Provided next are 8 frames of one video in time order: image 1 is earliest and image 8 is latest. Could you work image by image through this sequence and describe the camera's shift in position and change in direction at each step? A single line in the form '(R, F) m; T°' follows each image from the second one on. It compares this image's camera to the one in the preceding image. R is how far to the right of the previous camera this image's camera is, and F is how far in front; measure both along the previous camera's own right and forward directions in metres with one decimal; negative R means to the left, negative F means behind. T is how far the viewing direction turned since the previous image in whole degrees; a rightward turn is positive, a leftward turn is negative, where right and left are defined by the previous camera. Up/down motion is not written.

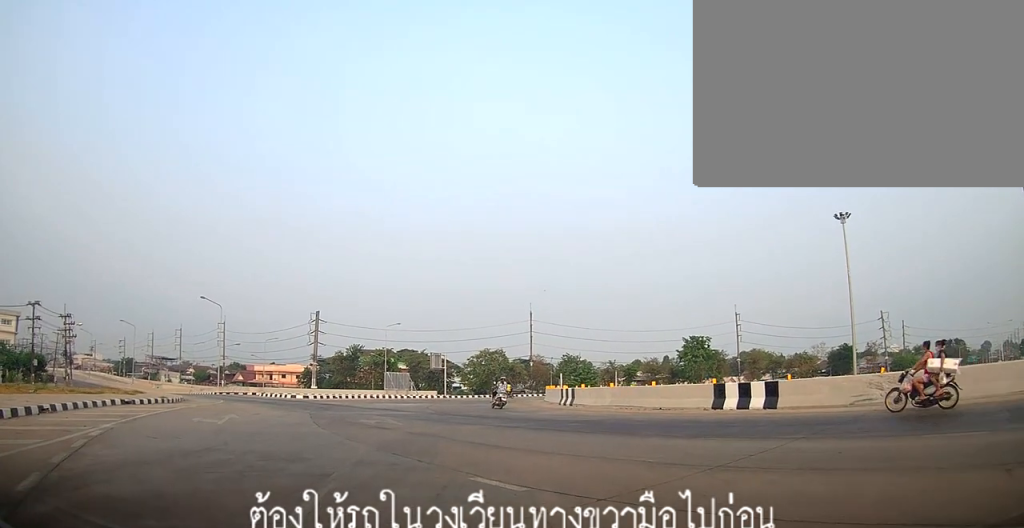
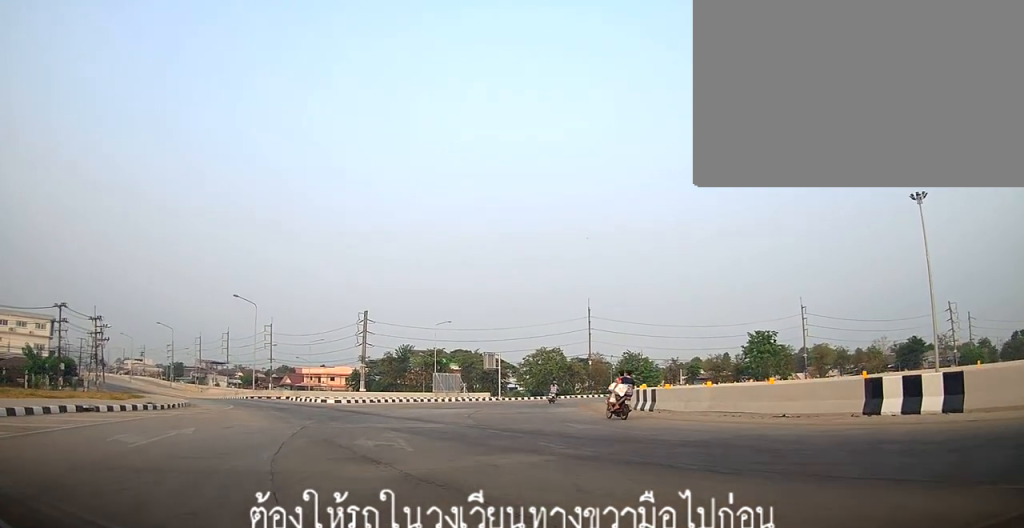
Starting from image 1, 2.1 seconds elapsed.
(-0.2, +3.5) m; -12°
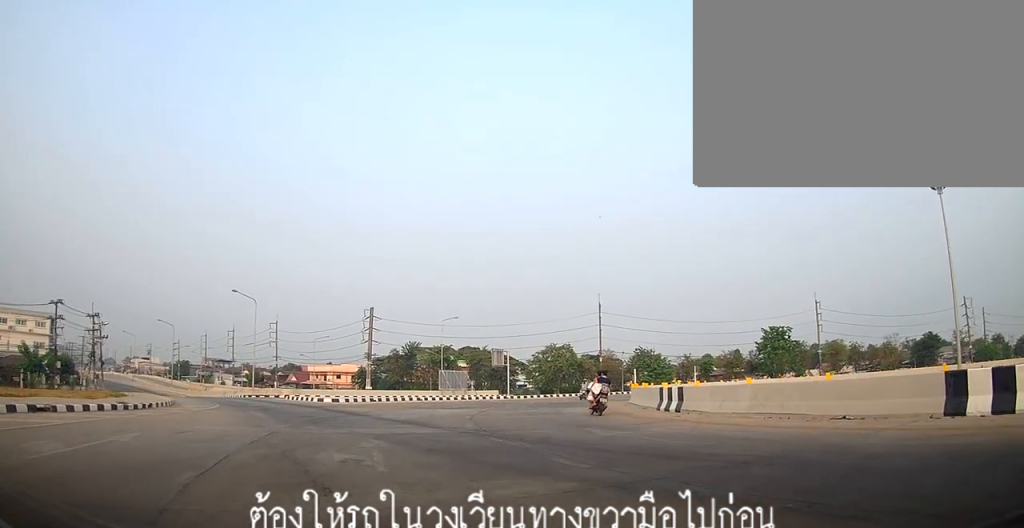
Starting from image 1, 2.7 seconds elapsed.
(-0.1, +1.6) m; -3°
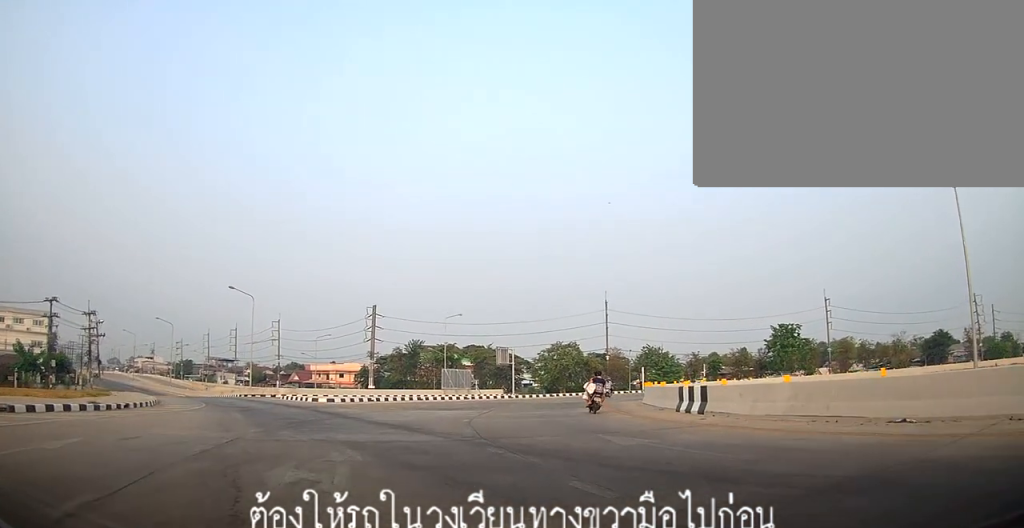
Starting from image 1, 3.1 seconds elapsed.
(0.0, +1.2) m; -1°
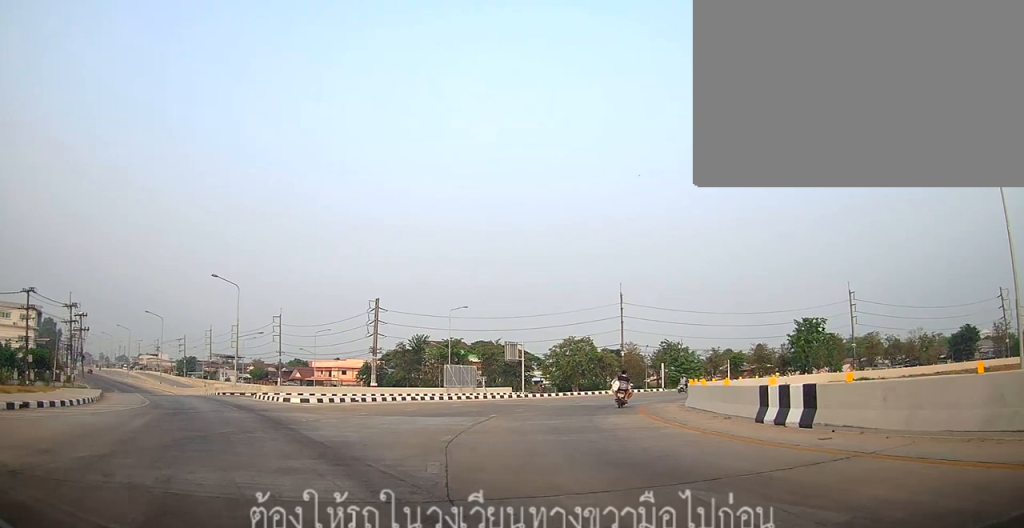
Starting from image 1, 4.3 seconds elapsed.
(-0.1, +3.8) m; -8°
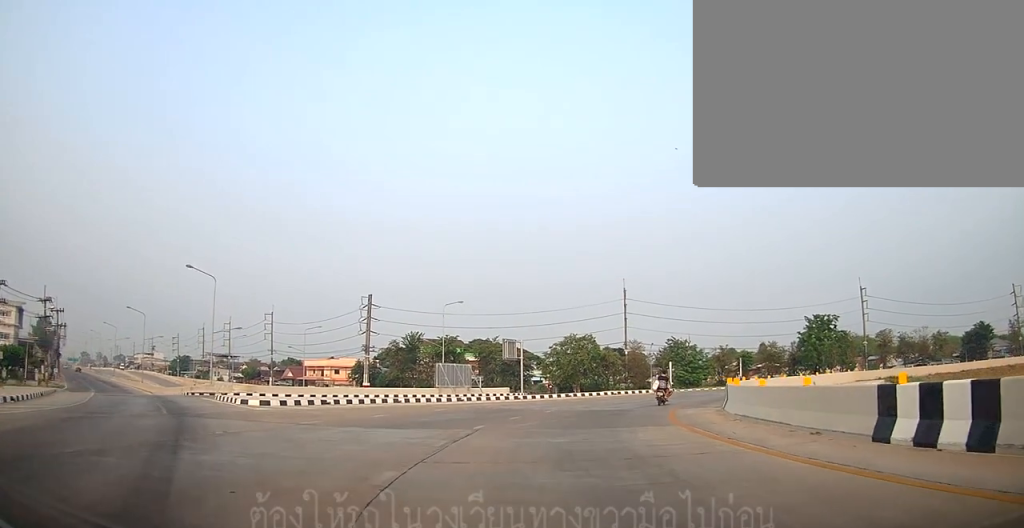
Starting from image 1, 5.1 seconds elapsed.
(-0.3, +3.1) m; +4°
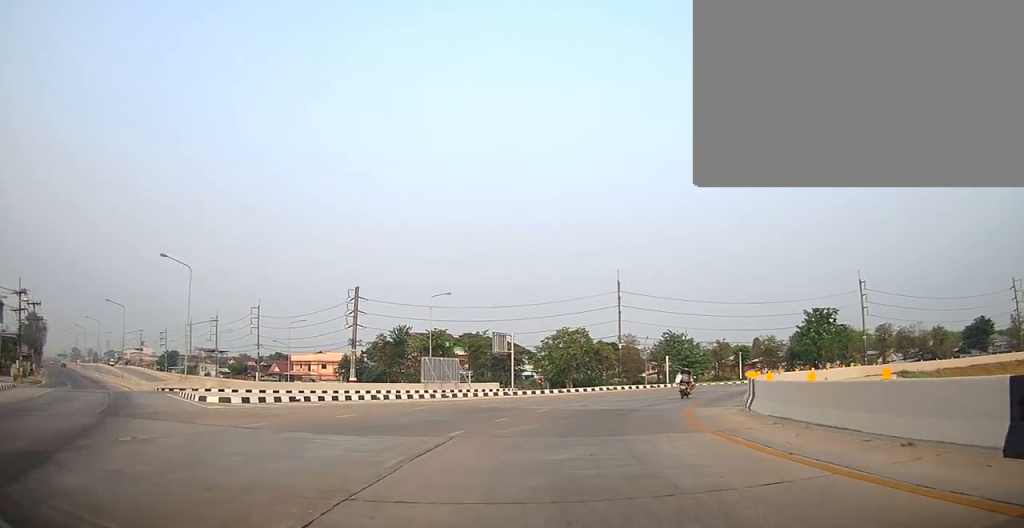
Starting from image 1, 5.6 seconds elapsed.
(+0.1, +2.1) m; +5°
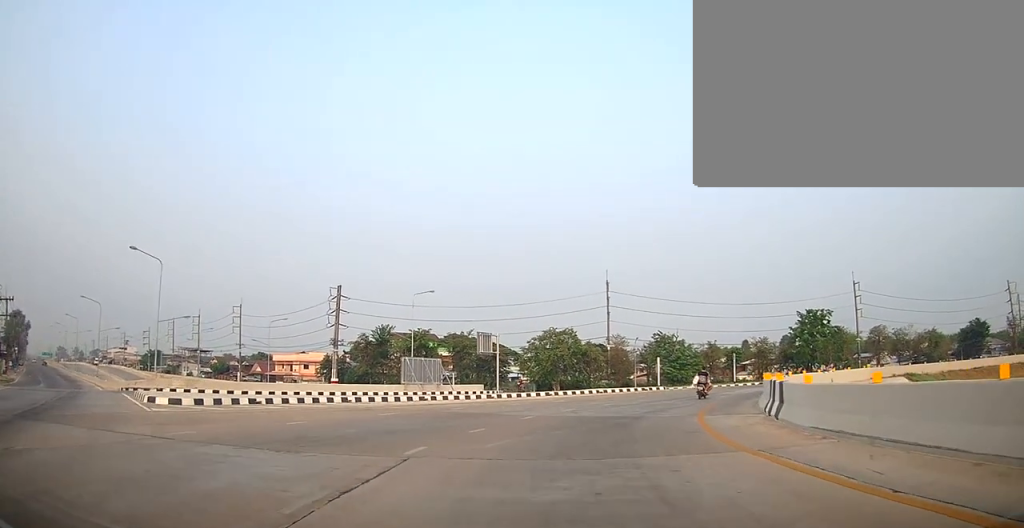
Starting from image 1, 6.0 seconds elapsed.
(+0.2, +2.0) m; +5°
